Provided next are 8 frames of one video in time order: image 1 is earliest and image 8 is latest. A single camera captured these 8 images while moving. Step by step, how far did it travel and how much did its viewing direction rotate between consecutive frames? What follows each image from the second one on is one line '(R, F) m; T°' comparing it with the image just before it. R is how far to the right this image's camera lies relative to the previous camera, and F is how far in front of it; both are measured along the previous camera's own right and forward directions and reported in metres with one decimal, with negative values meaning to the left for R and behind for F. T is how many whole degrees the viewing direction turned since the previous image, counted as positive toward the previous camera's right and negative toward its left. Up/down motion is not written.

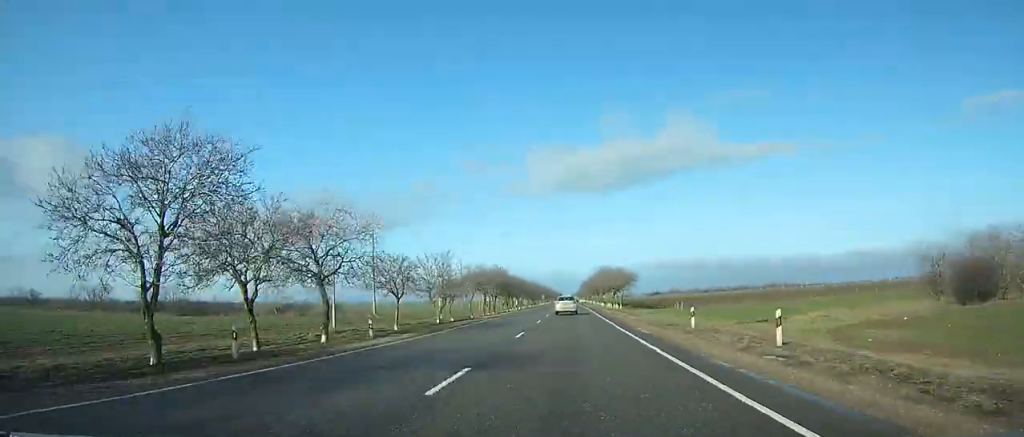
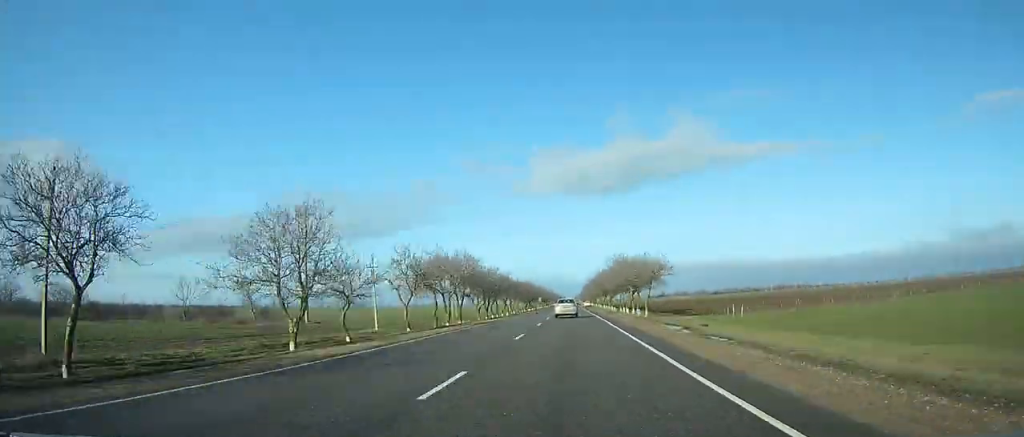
(+4.3, +36.4) m; +2°
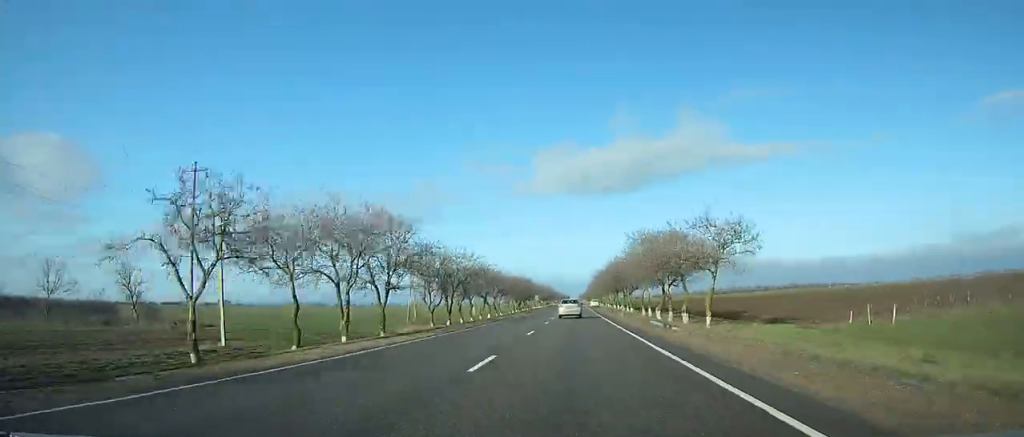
(+1.2, +34.1) m; +1°
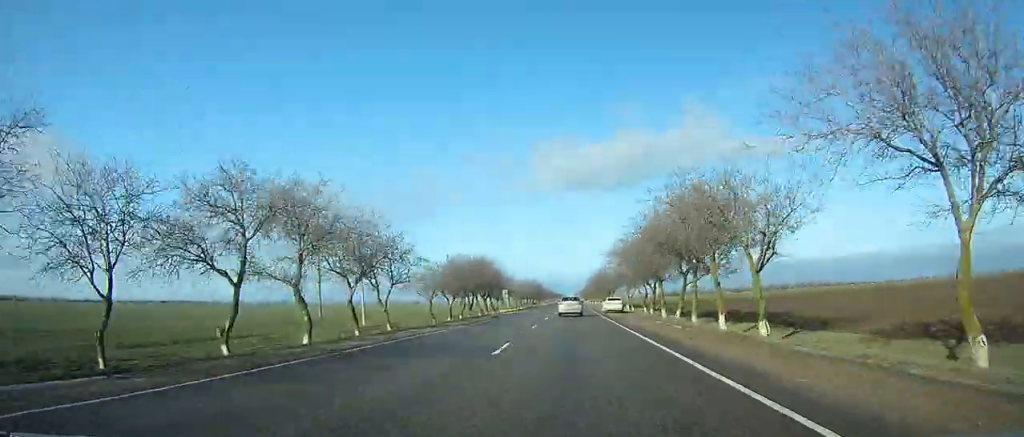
(-3.4, +68.4) m; -3°
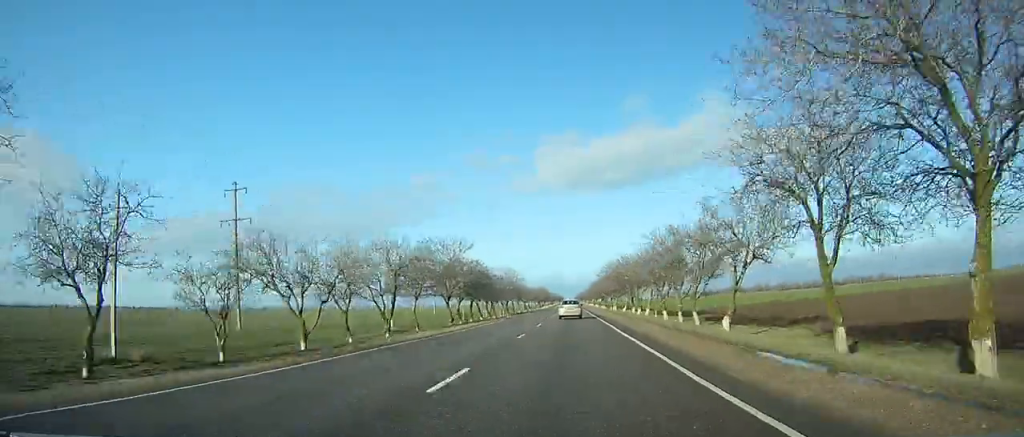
(+0.2, +138.5) m; 0°
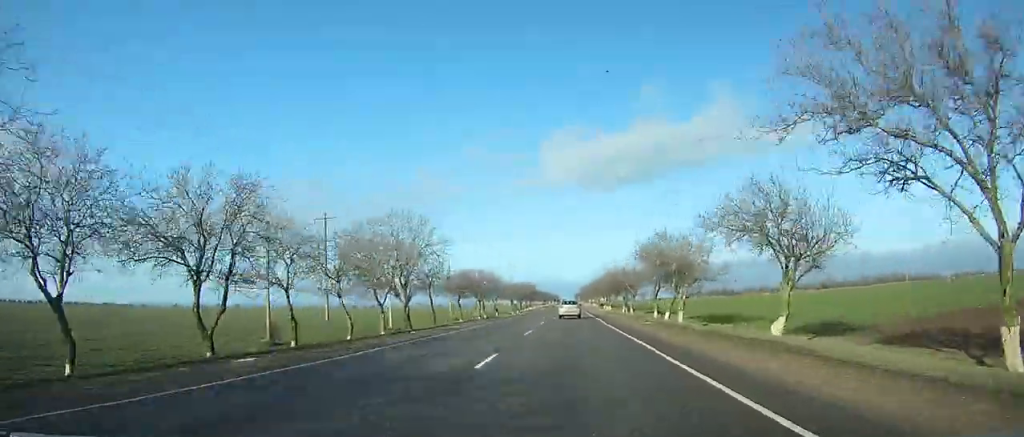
(-0.4, +82.7) m; 0°
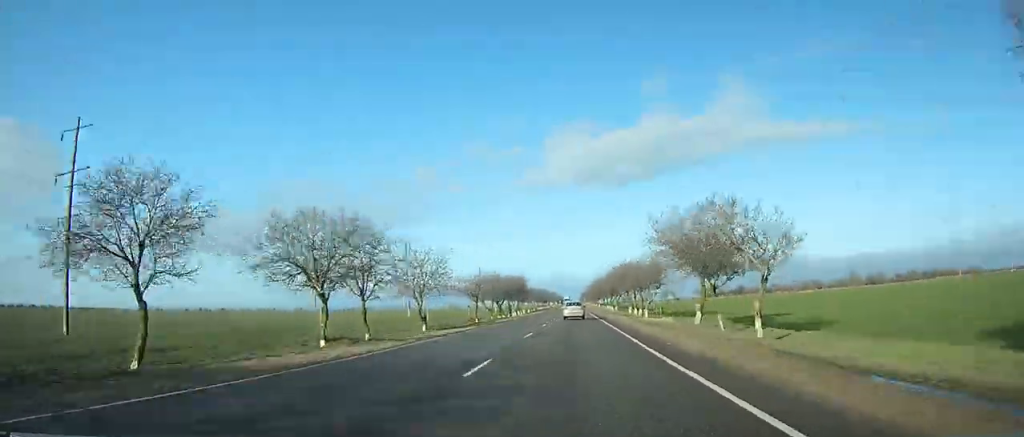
(0.0, +61.0) m; 0°
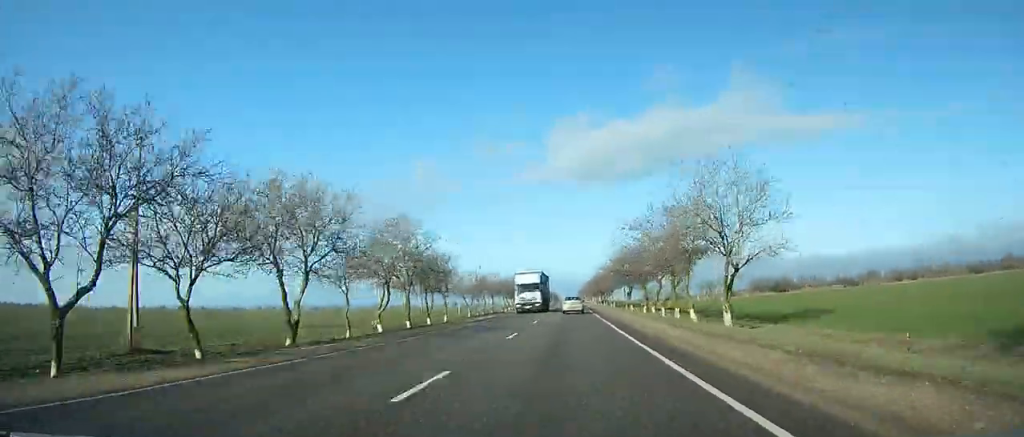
(-0.1, +98.0) m; 0°
